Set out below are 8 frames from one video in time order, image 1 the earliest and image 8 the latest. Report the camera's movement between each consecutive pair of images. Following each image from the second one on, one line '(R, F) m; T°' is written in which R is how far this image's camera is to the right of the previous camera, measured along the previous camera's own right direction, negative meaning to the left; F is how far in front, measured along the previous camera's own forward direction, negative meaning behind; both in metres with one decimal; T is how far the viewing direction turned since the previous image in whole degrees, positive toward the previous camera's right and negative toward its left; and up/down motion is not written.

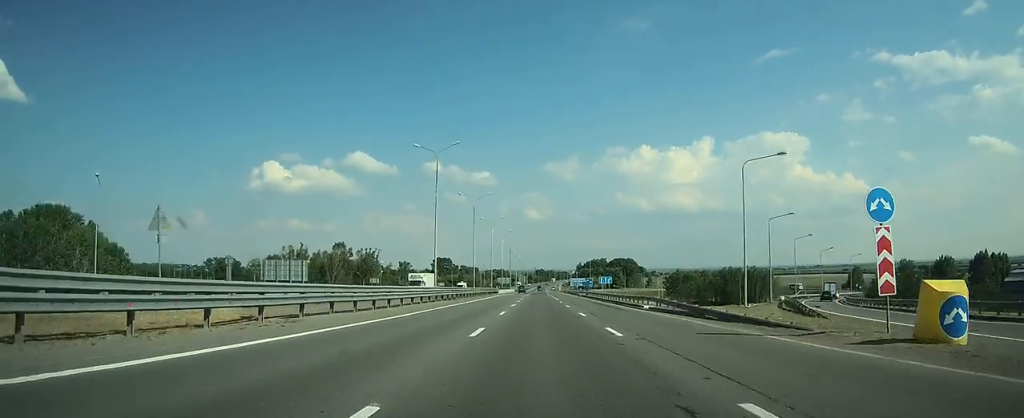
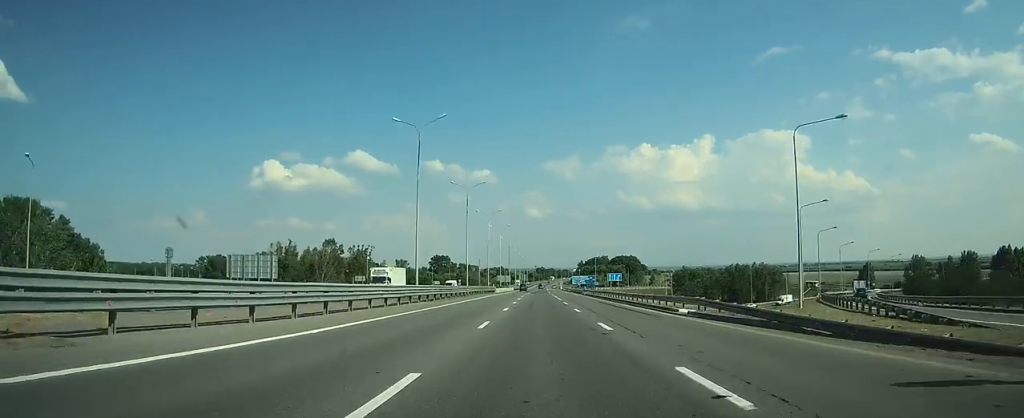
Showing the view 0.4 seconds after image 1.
(0.0, +9.4) m; 0°
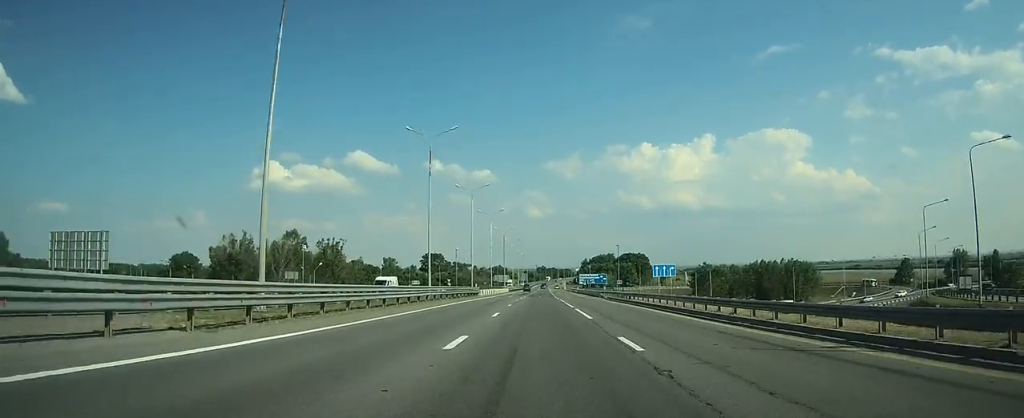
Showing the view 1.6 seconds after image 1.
(-0.2, +29.2) m; 0°
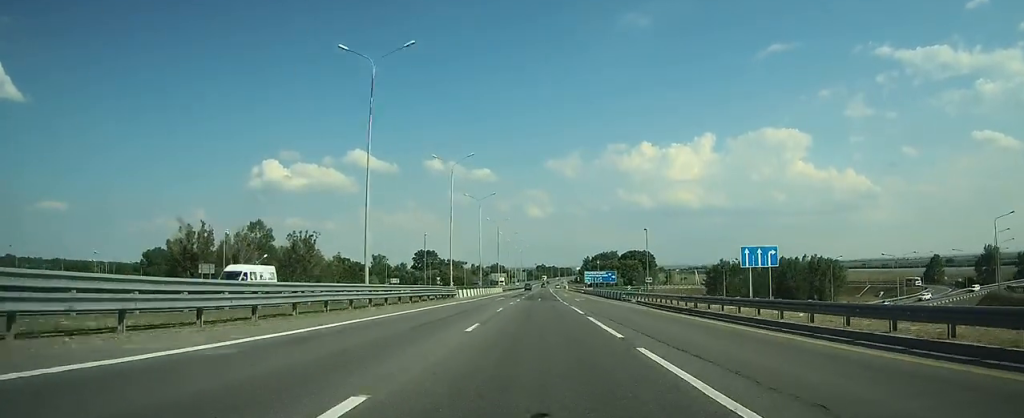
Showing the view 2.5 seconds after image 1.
(0.0, +20.0) m; 0°
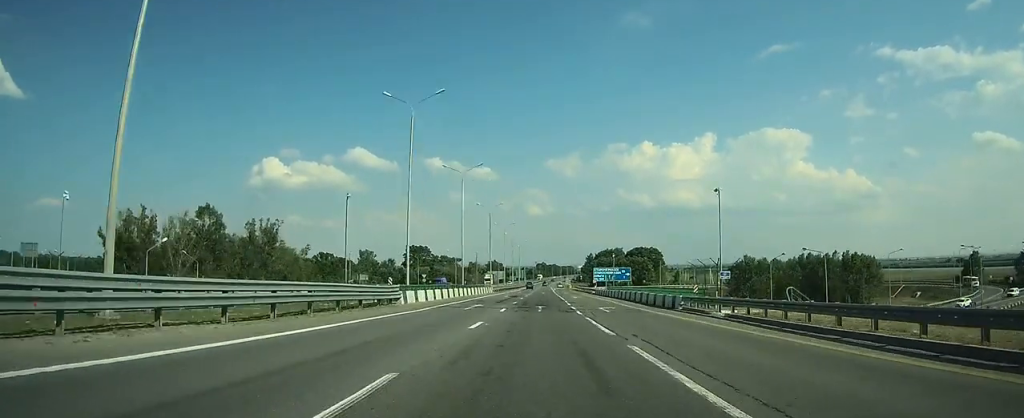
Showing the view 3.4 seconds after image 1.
(0.0, +22.5) m; 0°
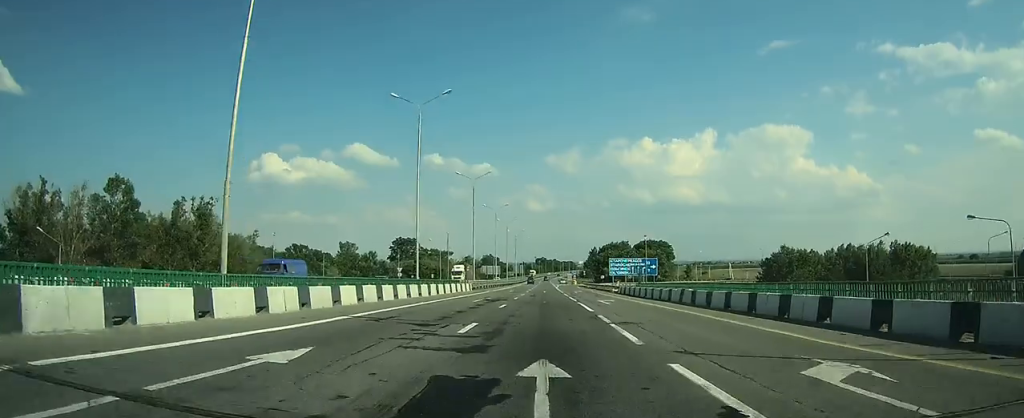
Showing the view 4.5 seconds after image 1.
(0.0, +27.5) m; 0°
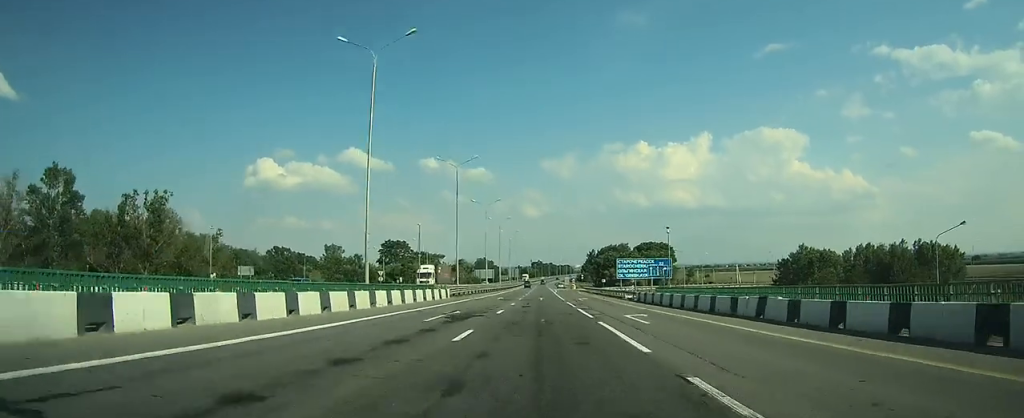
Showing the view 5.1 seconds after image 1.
(0.0, +12.9) m; 0°
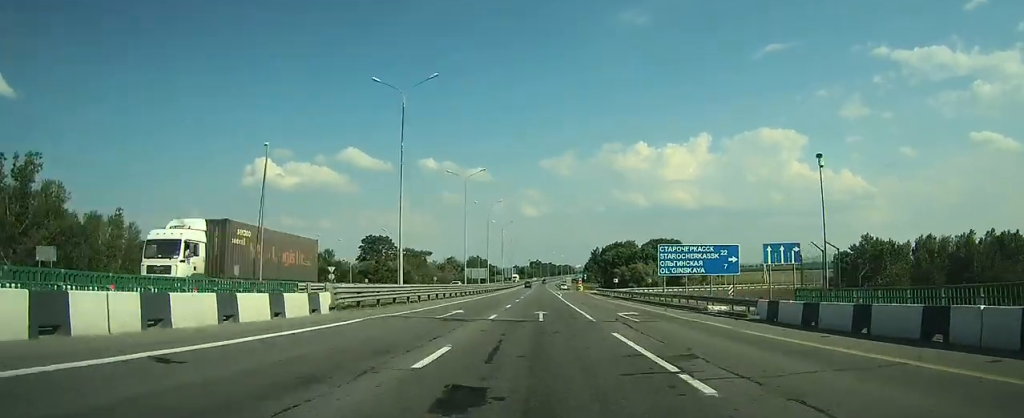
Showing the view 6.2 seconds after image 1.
(0.0, +28.3) m; 0°
